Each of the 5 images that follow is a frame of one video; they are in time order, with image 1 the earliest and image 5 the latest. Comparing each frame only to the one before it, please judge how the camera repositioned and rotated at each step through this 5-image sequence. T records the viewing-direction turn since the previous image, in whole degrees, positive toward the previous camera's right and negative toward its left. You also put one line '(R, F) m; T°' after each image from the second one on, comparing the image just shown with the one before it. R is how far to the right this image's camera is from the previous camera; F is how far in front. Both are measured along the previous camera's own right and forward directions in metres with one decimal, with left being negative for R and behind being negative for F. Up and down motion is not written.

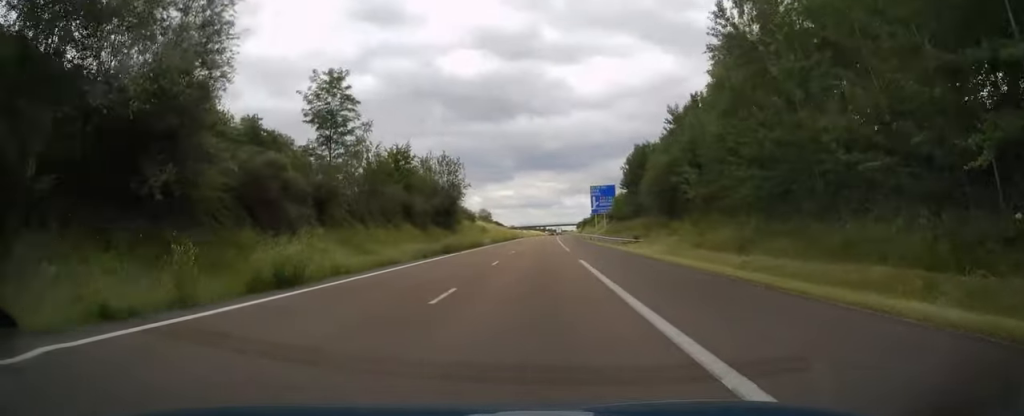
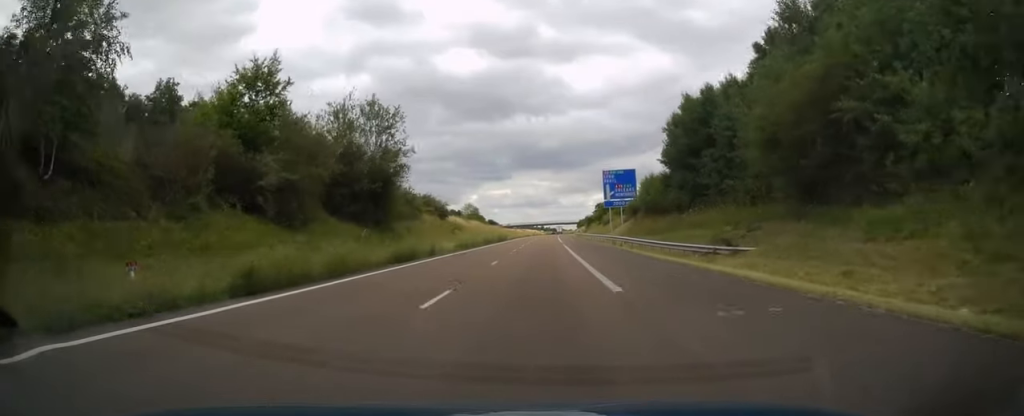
(0.0, +27.1) m; 0°
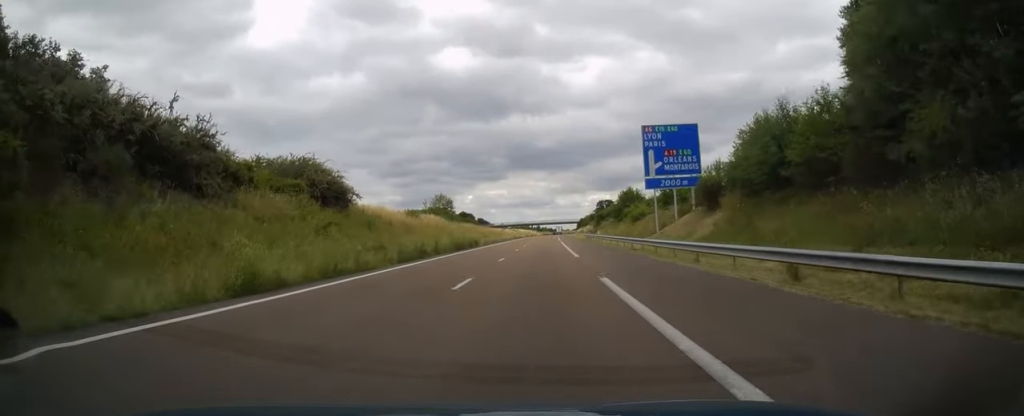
(+0.2, +35.9) m; +1°
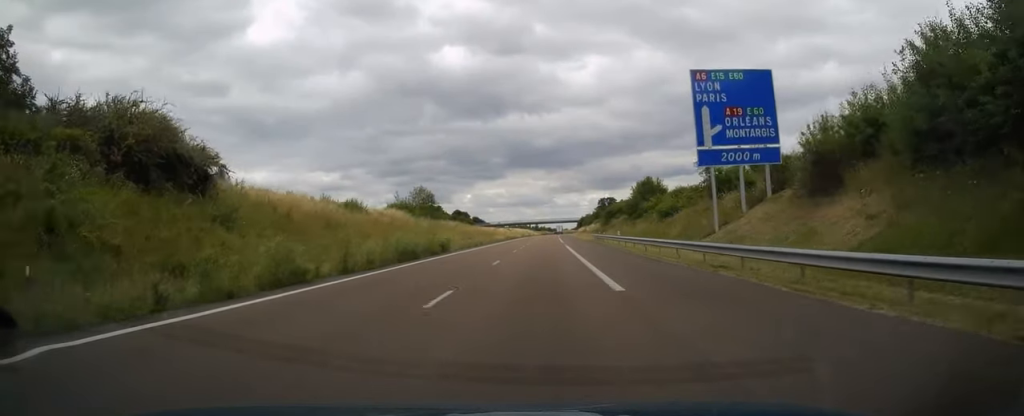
(0.0, +16.7) m; 0°
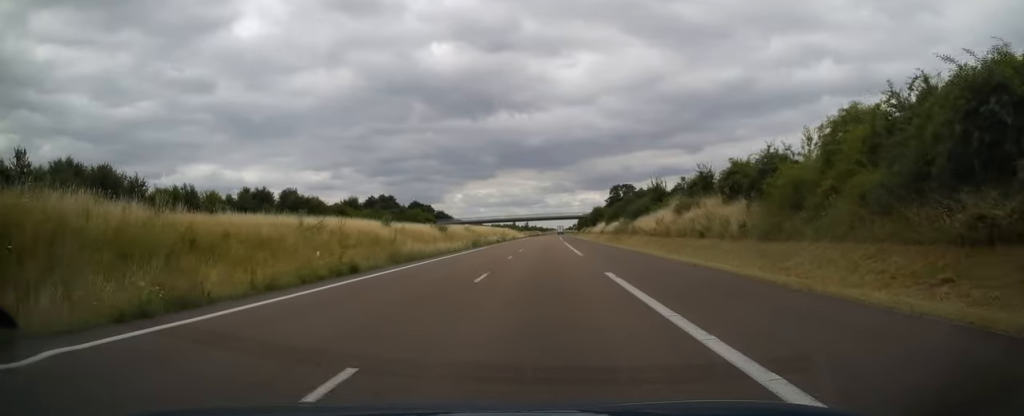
(+0.3, +86.5) m; 0°
